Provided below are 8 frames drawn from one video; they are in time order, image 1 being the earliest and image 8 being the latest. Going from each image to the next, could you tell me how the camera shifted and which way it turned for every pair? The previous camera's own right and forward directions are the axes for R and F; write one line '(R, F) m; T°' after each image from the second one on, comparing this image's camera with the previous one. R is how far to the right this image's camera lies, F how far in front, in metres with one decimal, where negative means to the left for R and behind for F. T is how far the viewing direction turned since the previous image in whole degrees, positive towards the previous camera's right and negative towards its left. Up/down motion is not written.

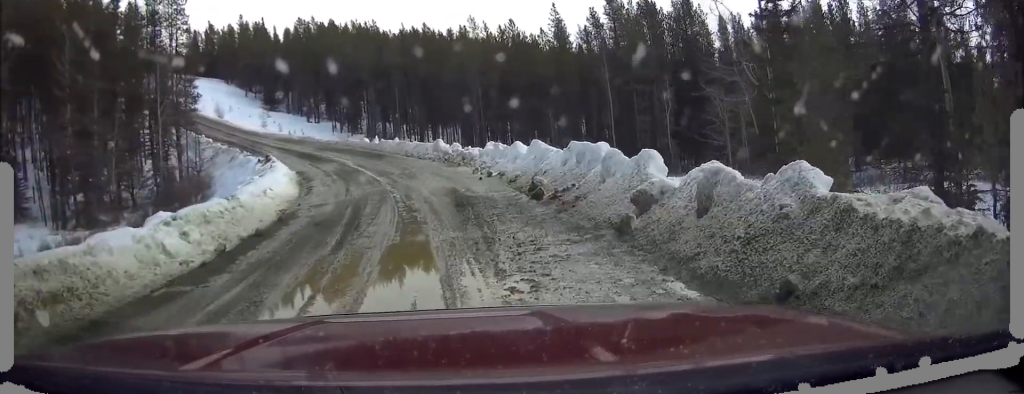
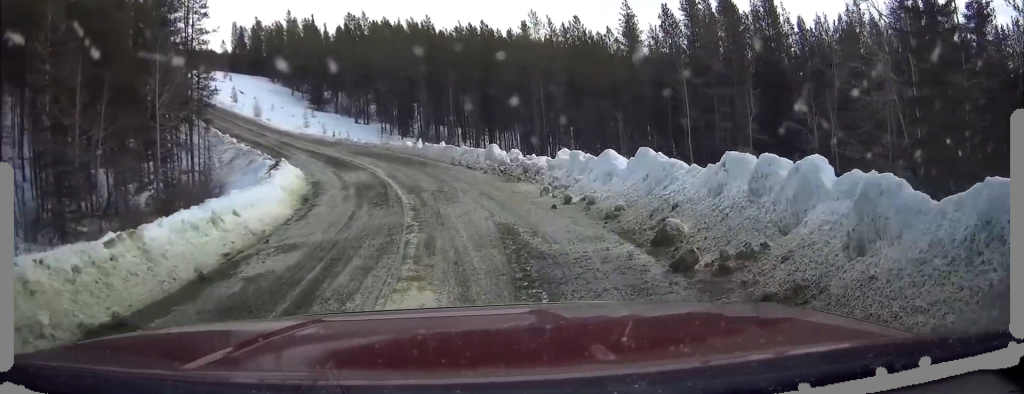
(-0.2, +6.4) m; -4°
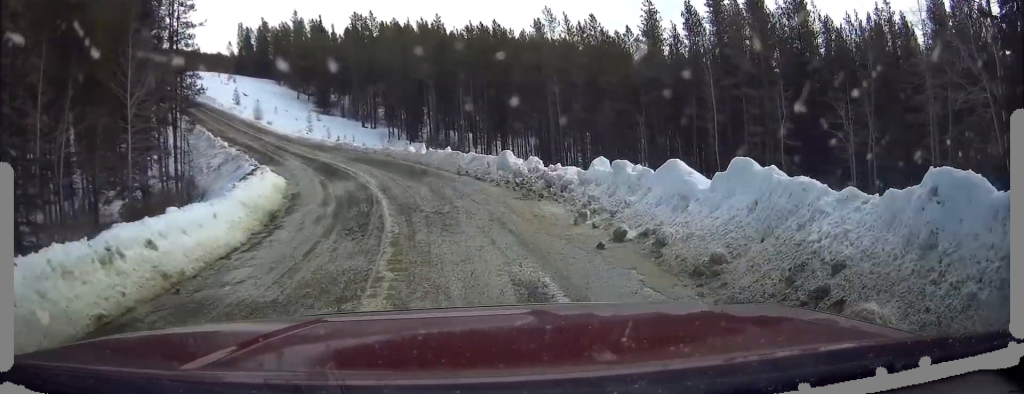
(0.0, +4.1) m; -5°
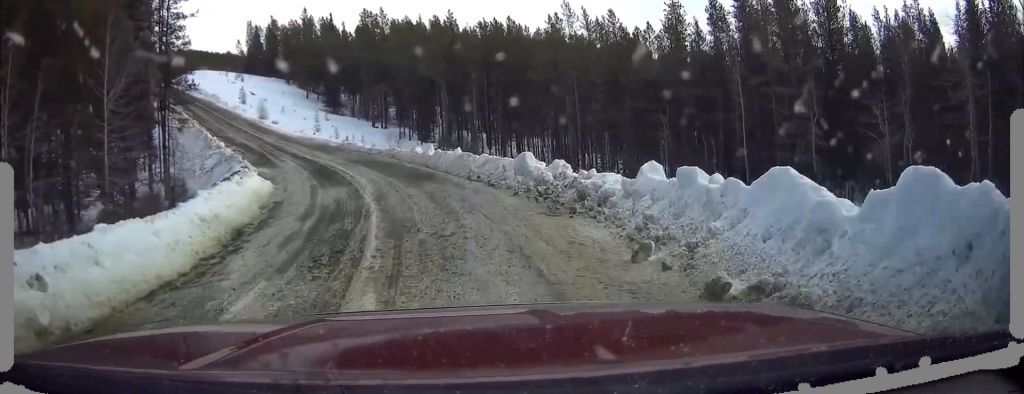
(-0.2, +3.3) m; -3°
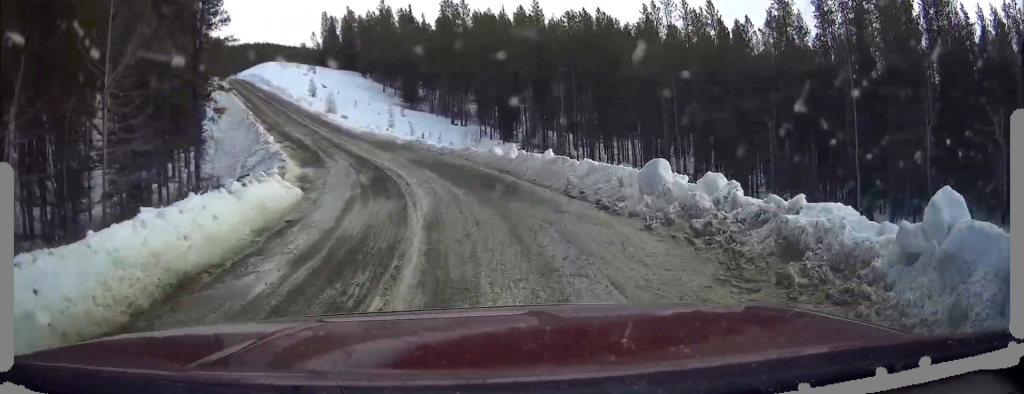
(-0.3, +6.1) m; -4°
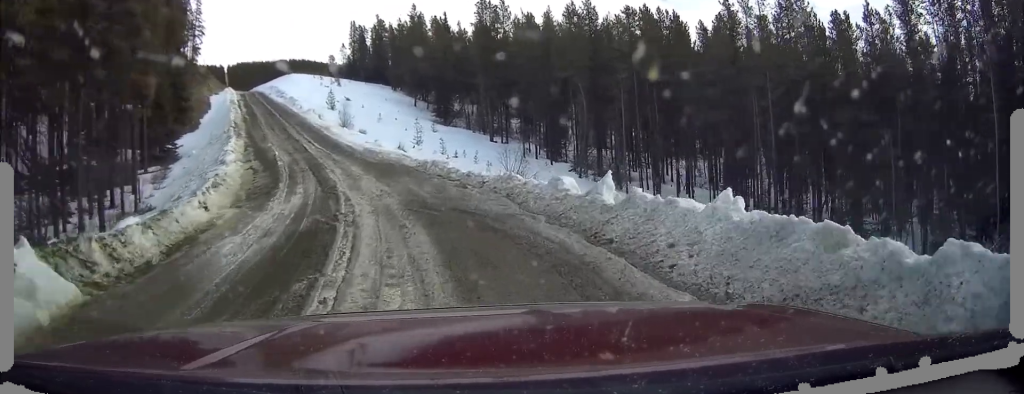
(-0.3, +12.7) m; -3°
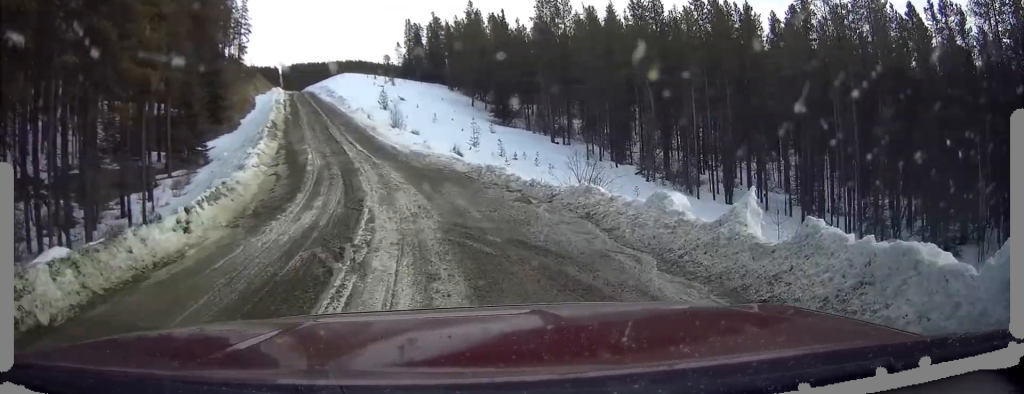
(0.0, +4.2) m; -1°
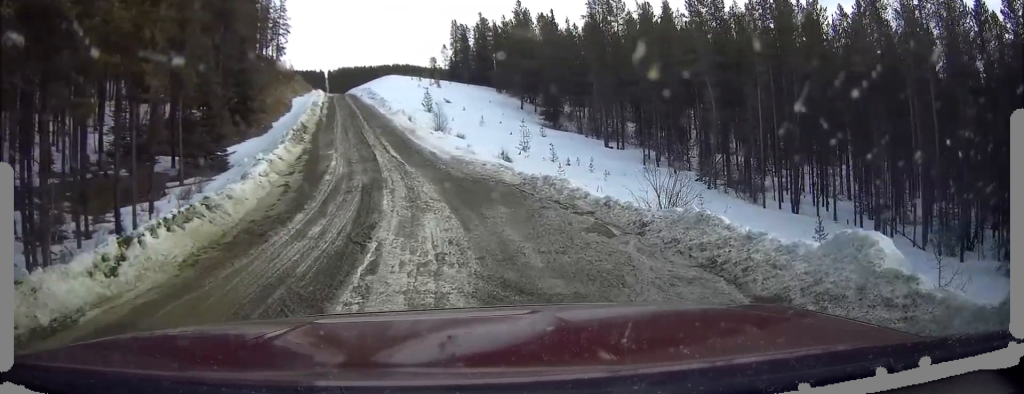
(-0.1, +4.3) m; -4°
